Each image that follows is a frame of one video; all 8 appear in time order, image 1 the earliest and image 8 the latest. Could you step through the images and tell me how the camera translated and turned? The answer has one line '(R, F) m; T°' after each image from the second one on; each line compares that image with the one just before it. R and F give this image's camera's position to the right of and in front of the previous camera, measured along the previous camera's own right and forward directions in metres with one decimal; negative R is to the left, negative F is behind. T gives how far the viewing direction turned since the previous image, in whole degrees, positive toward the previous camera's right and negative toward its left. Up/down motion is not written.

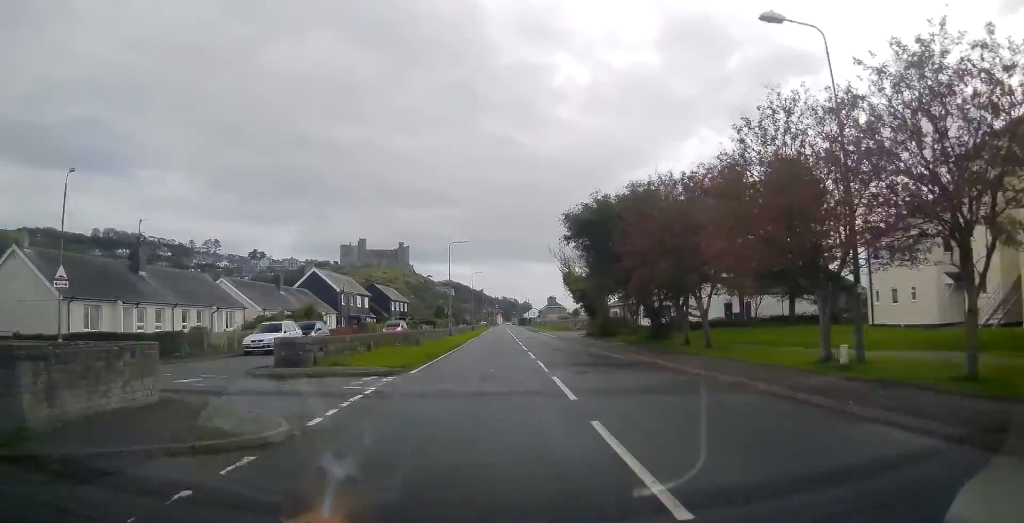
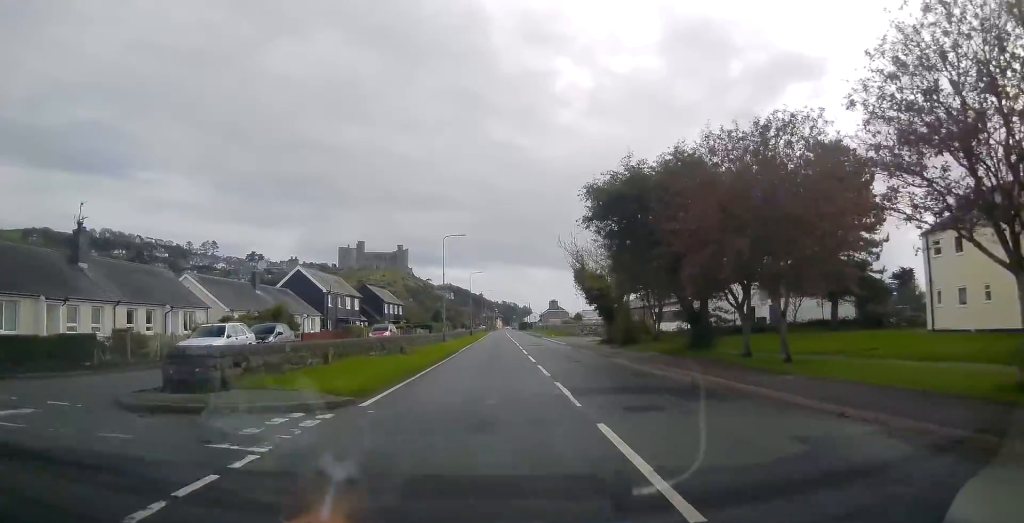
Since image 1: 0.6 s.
(0.0, +6.1) m; 0°
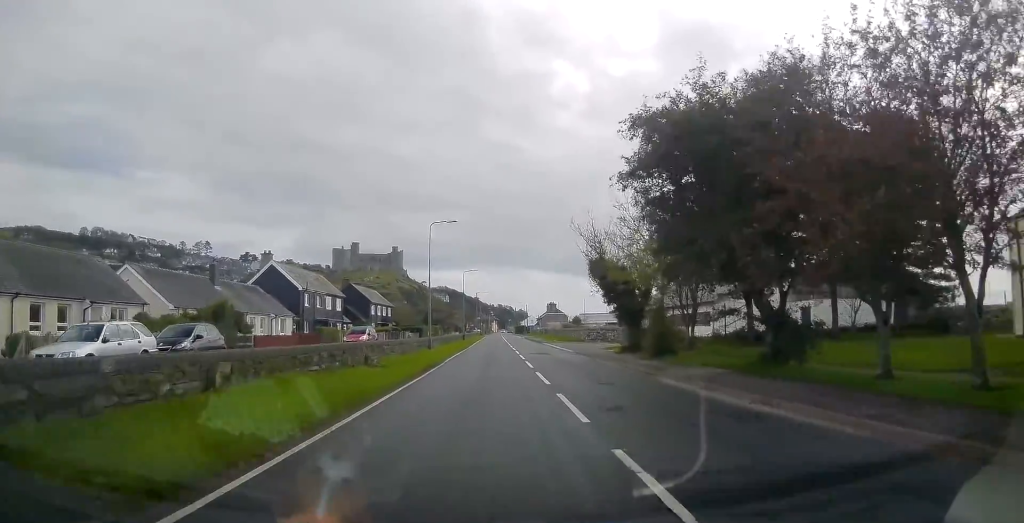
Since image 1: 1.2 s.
(-0.1, +7.2) m; 0°
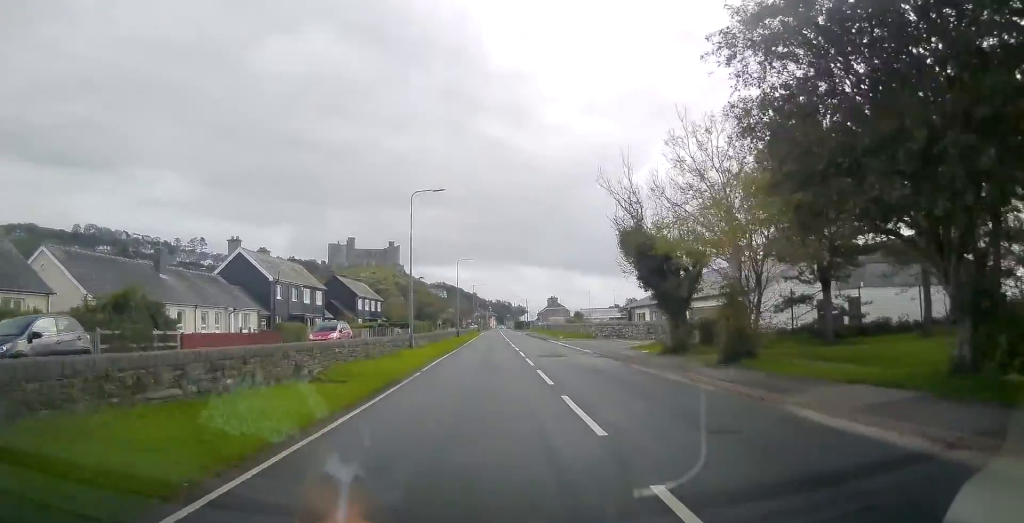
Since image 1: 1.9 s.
(0.0, +7.7) m; 0°
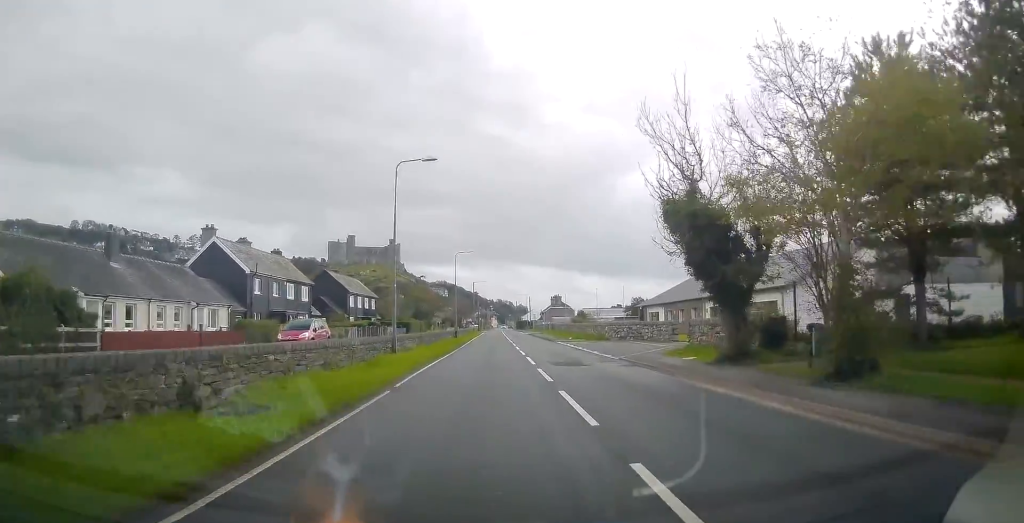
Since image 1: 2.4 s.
(0.0, +5.6) m; 0°
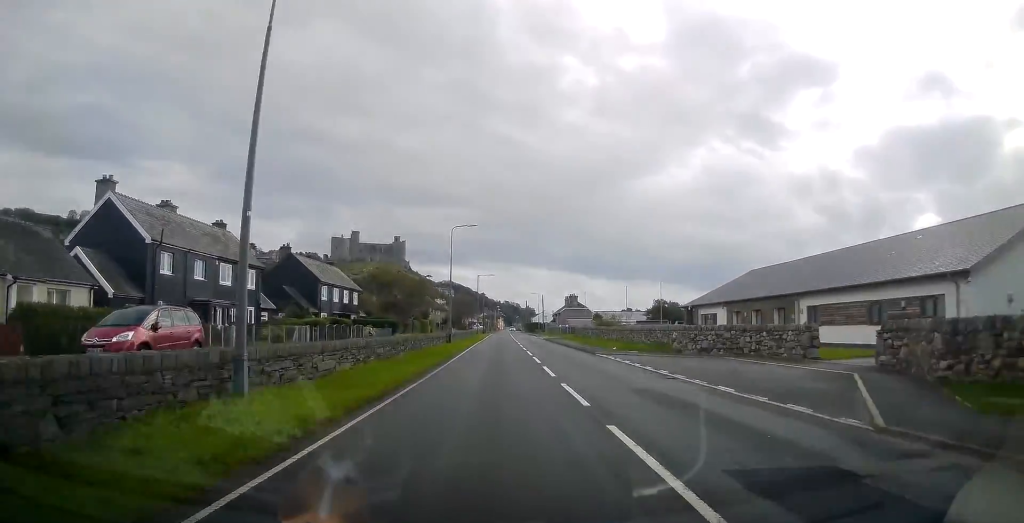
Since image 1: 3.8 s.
(+0.1, +15.8) m; 0°
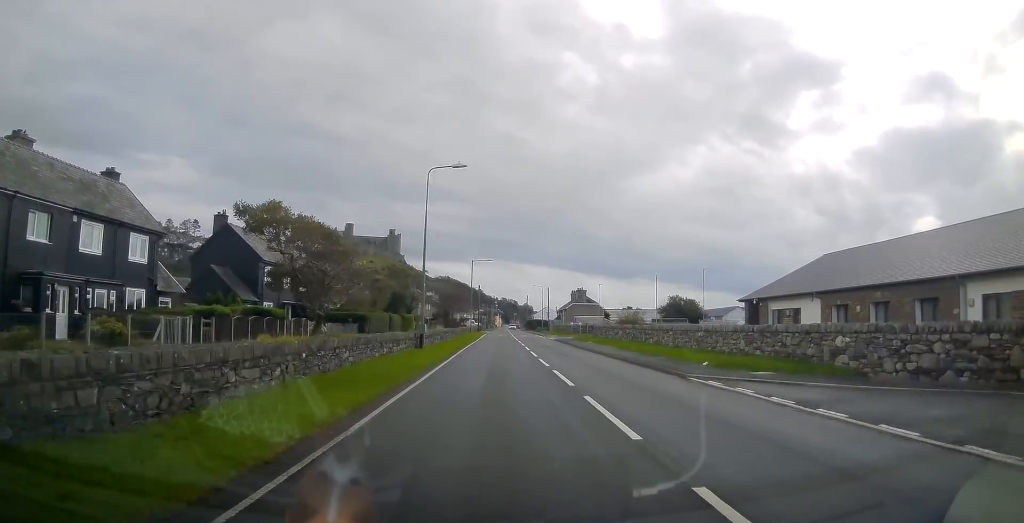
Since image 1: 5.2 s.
(-0.1, +15.2) m; -1°
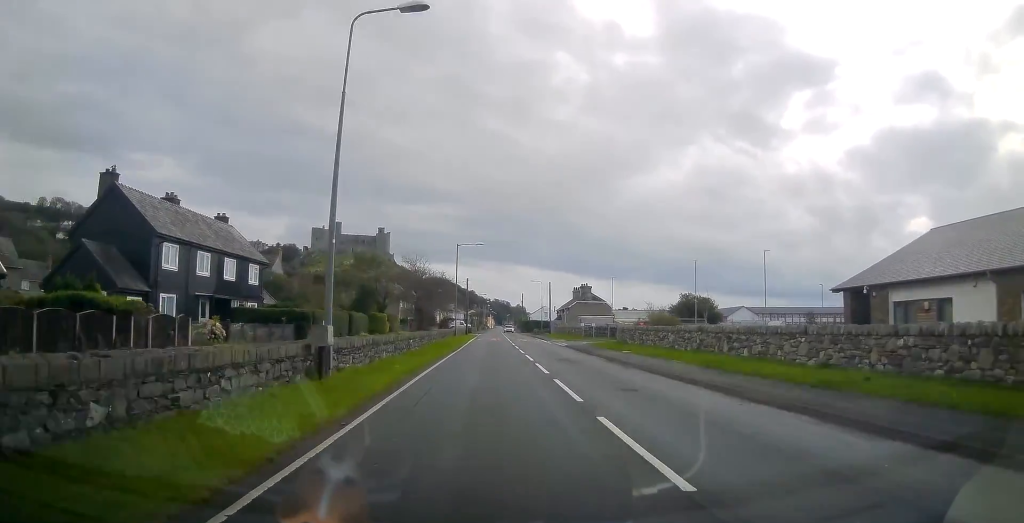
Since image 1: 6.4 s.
(0.0, +14.5) m; +1°
